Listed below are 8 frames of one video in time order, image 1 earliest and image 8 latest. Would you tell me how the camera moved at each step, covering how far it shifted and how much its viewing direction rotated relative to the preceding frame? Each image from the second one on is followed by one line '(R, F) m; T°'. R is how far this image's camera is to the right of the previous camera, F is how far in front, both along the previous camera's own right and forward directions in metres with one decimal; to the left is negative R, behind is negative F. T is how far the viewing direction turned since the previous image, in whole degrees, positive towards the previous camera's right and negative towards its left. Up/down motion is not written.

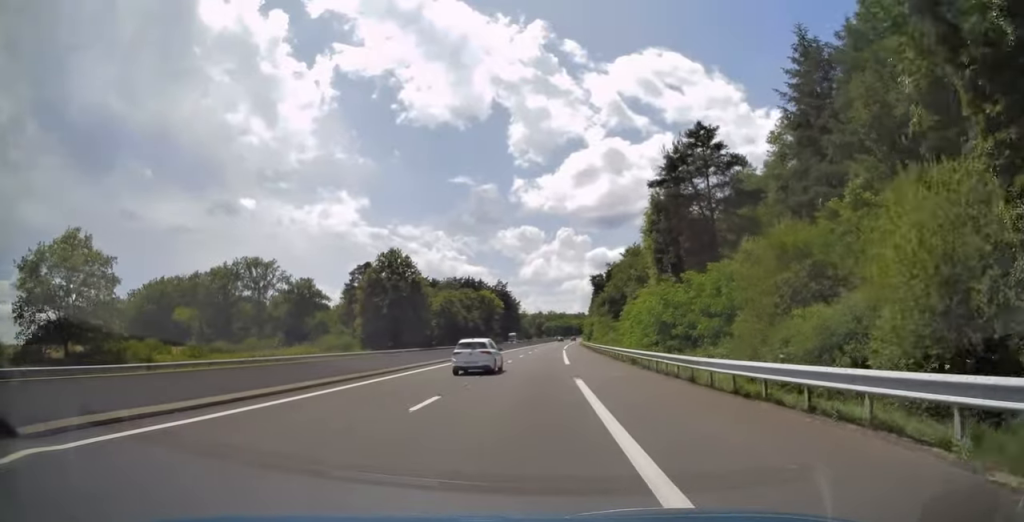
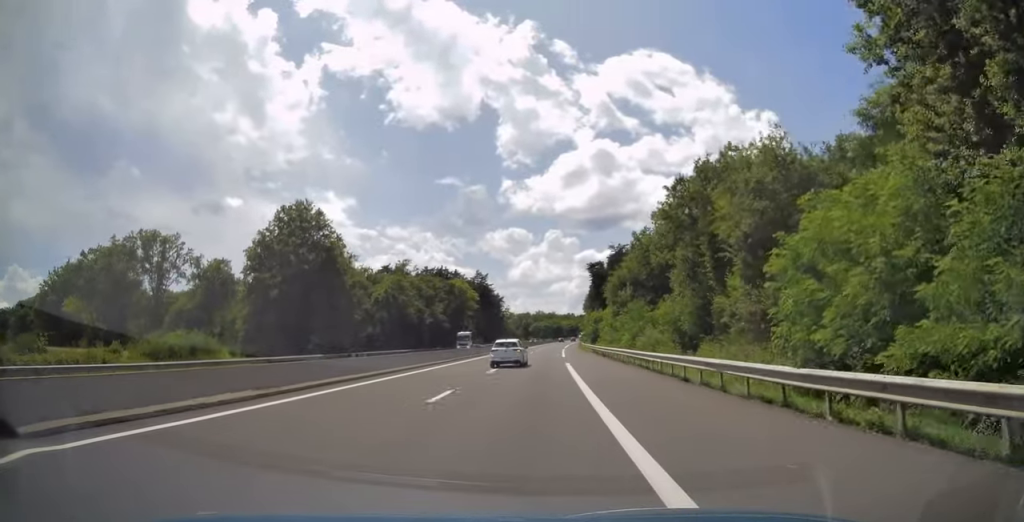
(+0.3, +36.8) m; +1°
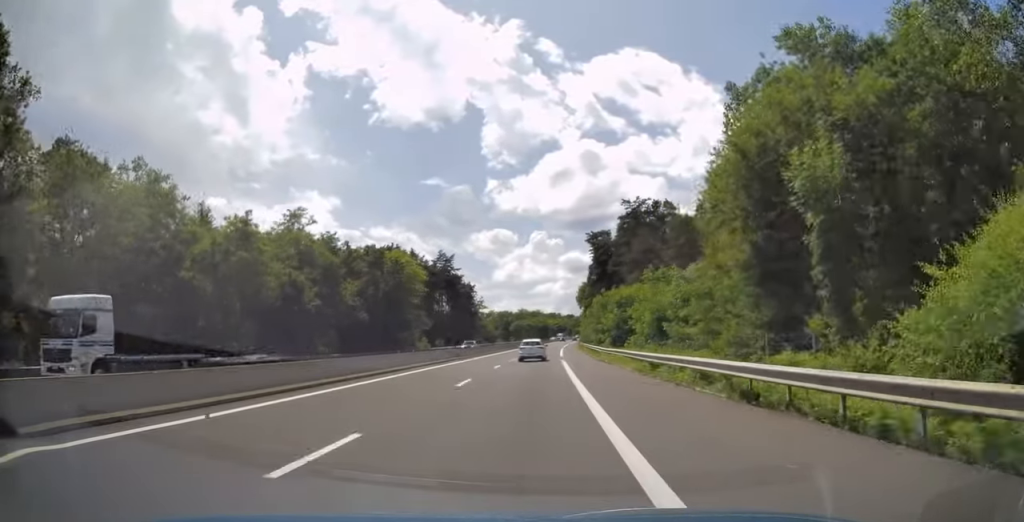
(+0.8, +46.4) m; +1°
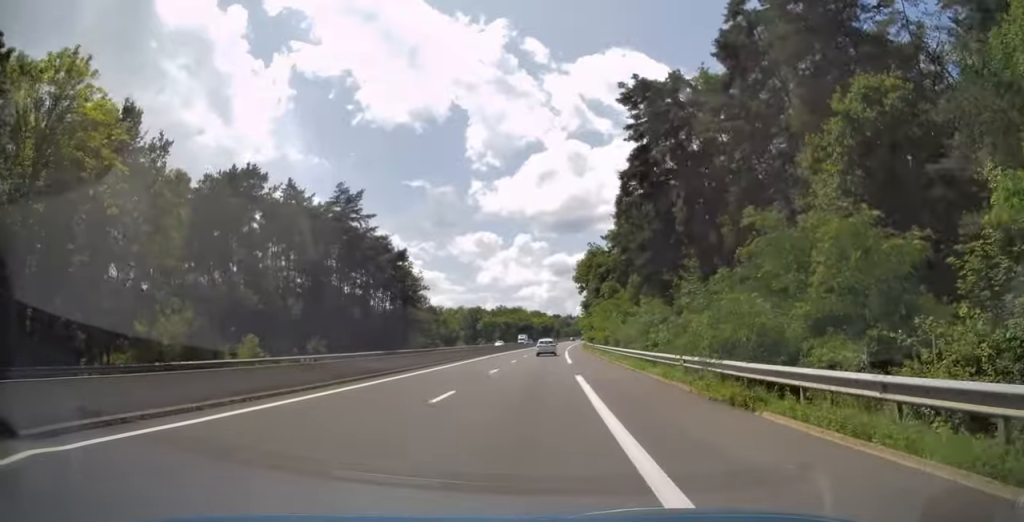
(+0.7, +69.2) m; +2°
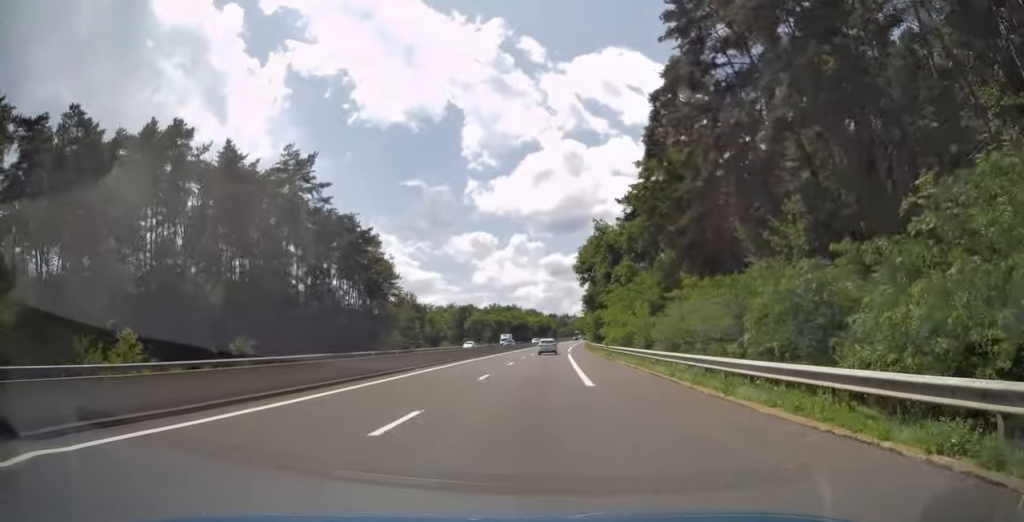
(+0.1, +17.9) m; 0°
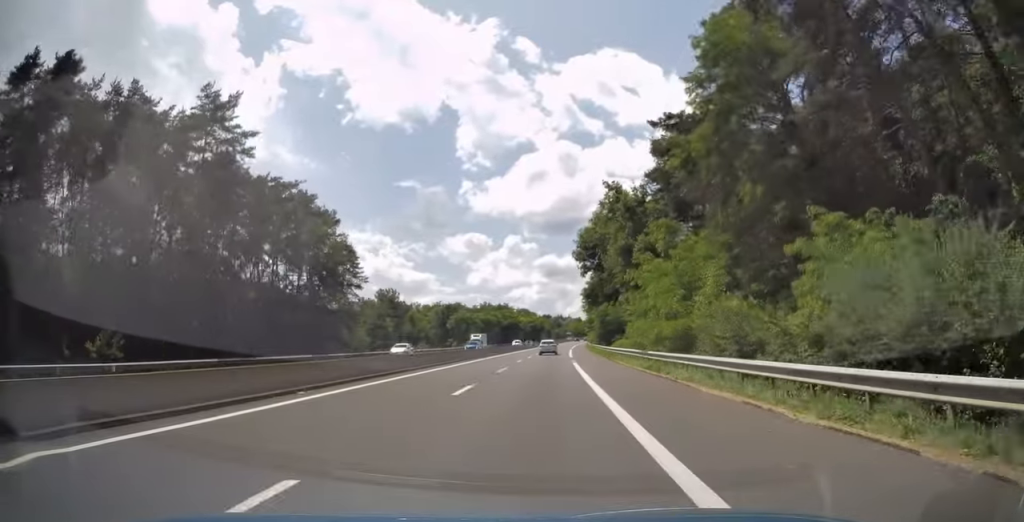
(+0.1, +18.9) m; 0°
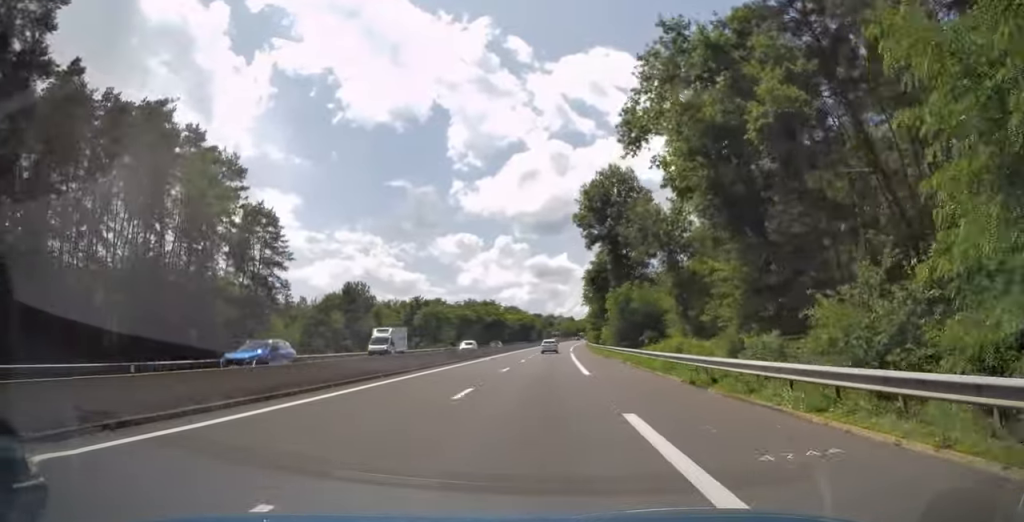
(0.0, +26.5) m; +1°
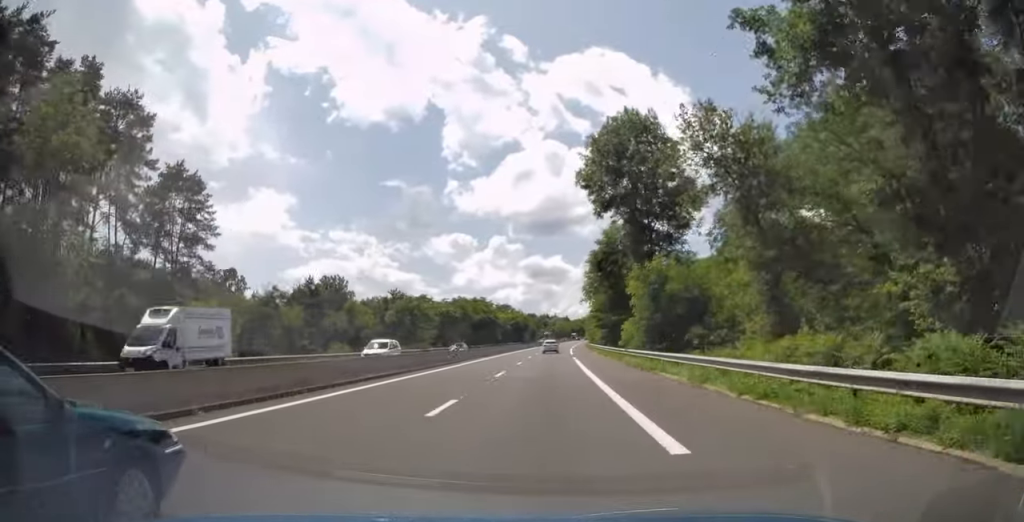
(-0.2, +16.4) m; +1°
